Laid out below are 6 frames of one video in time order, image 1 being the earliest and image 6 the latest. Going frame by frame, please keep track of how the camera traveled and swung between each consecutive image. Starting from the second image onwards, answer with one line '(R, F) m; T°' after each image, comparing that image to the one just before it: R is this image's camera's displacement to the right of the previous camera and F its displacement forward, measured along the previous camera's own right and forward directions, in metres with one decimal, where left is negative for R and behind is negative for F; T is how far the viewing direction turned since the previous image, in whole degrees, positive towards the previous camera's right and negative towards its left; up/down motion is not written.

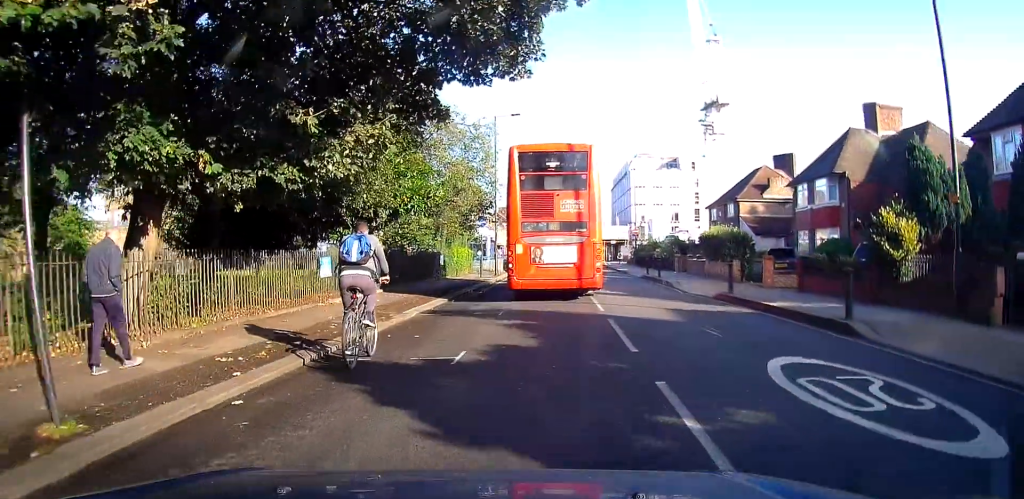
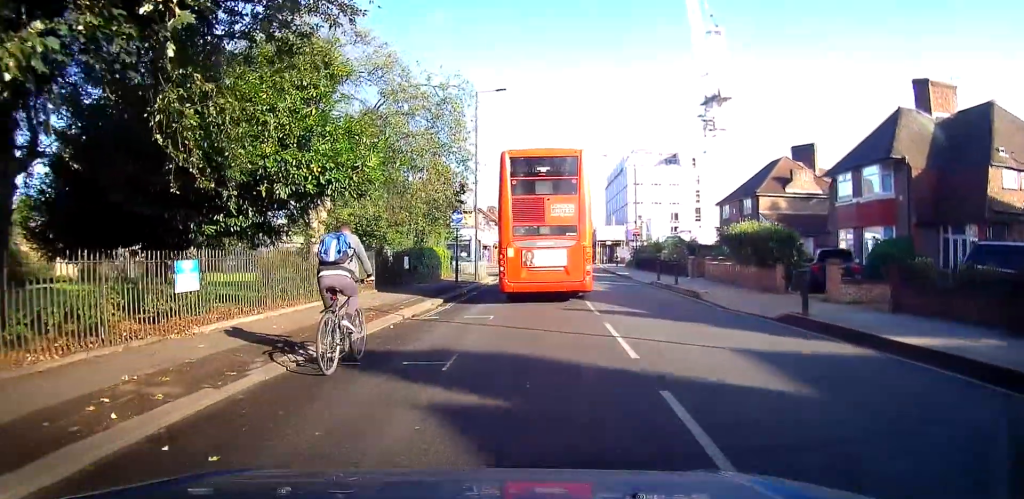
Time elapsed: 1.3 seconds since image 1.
(+0.3, +6.8) m; +3°
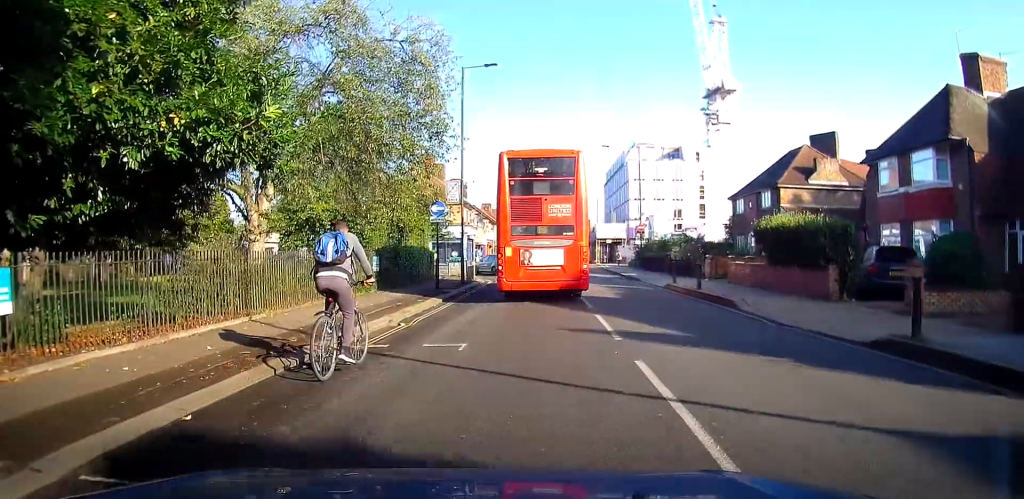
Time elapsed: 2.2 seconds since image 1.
(+0.1, +4.7) m; 0°
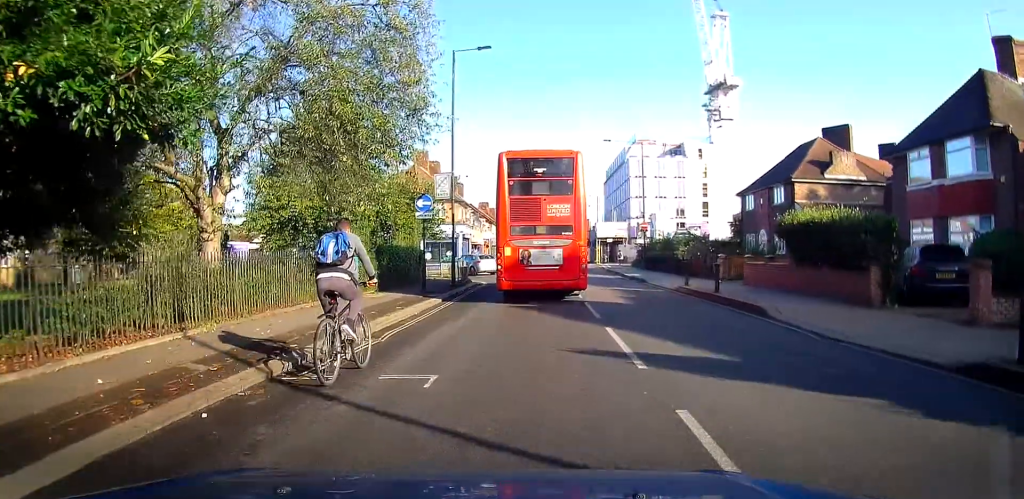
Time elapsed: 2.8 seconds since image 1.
(-0.1, +2.7) m; -1°
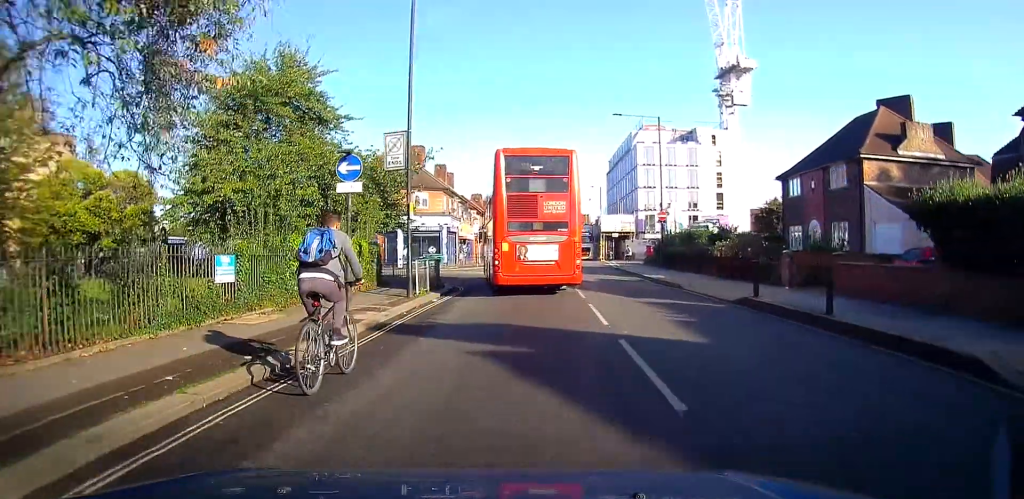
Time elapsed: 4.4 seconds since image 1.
(0.0, +8.6) m; +1°
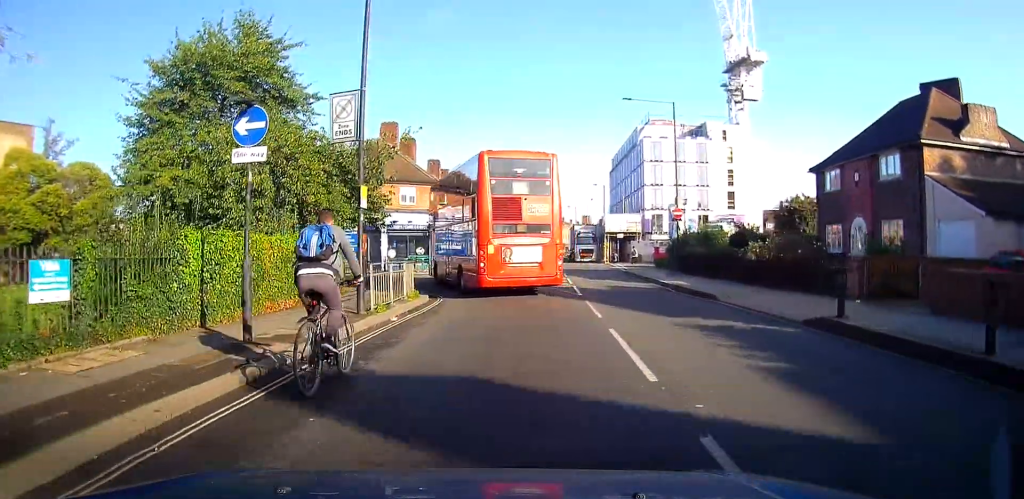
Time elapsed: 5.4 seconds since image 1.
(0.0, +5.0) m; +1°
